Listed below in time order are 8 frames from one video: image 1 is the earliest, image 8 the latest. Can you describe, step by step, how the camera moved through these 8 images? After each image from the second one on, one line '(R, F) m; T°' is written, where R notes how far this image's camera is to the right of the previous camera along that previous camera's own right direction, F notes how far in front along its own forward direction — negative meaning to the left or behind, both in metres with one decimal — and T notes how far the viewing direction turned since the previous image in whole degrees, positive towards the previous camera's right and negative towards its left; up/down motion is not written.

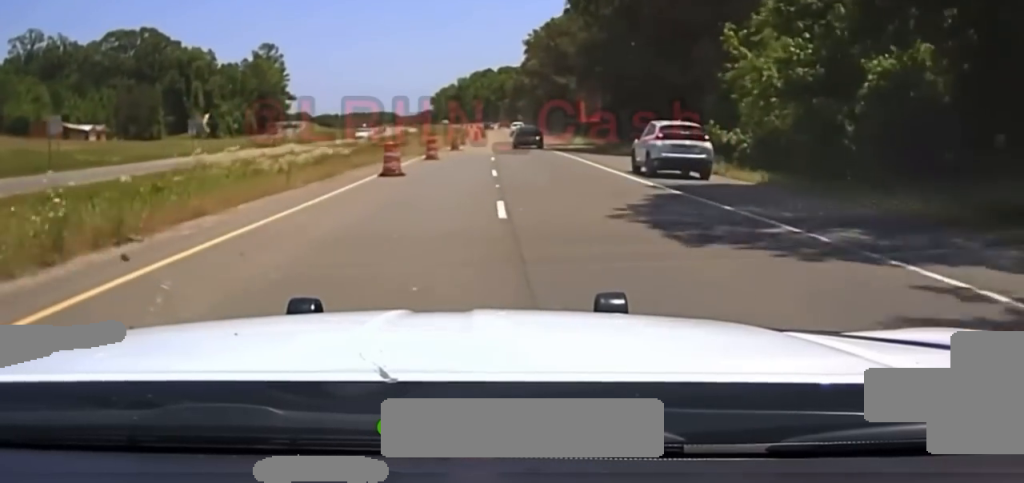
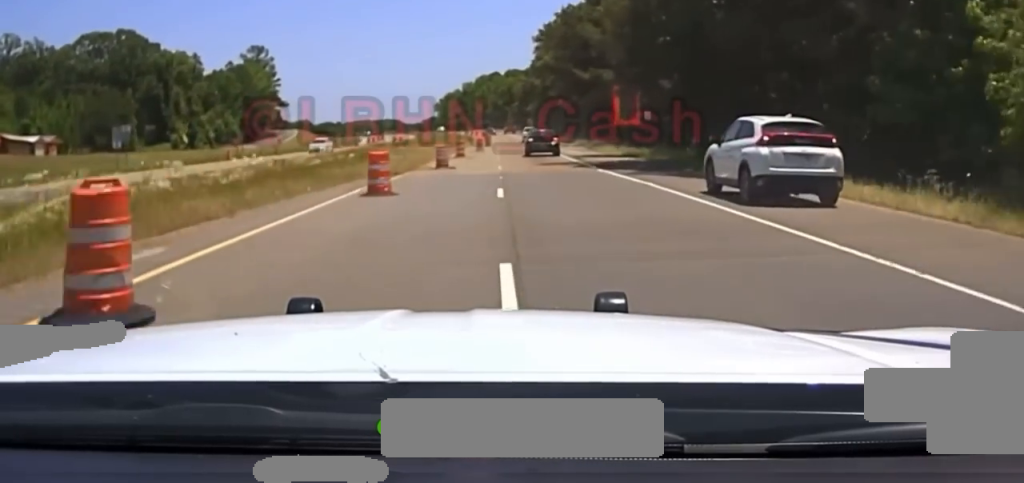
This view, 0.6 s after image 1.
(+0.2, +22.7) m; 0°
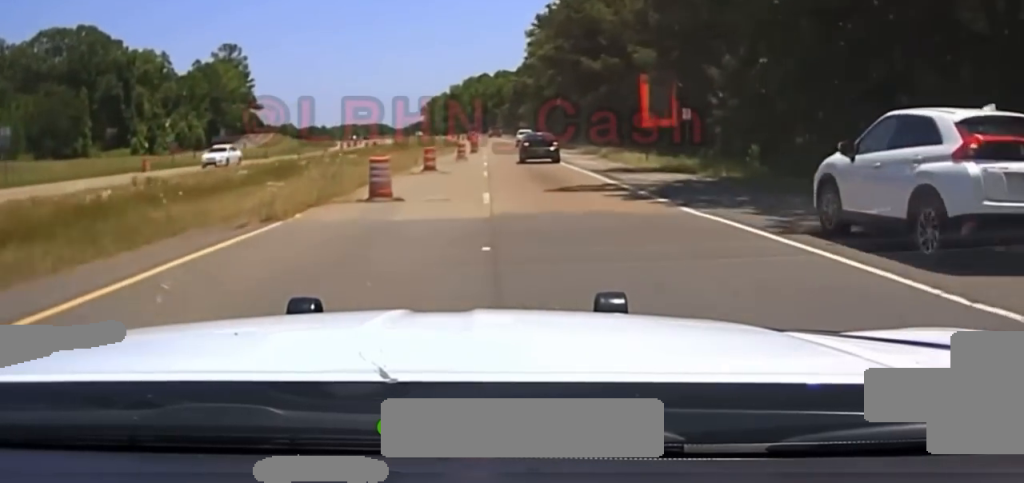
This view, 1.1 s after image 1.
(+0.1, +19.8) m; 0°
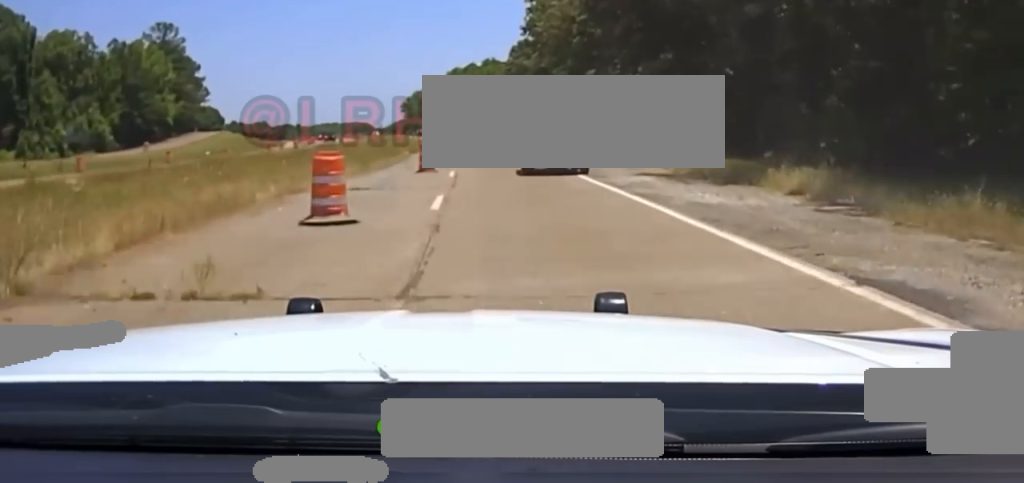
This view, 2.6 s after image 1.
(+0.1, +45.1) m; +1°
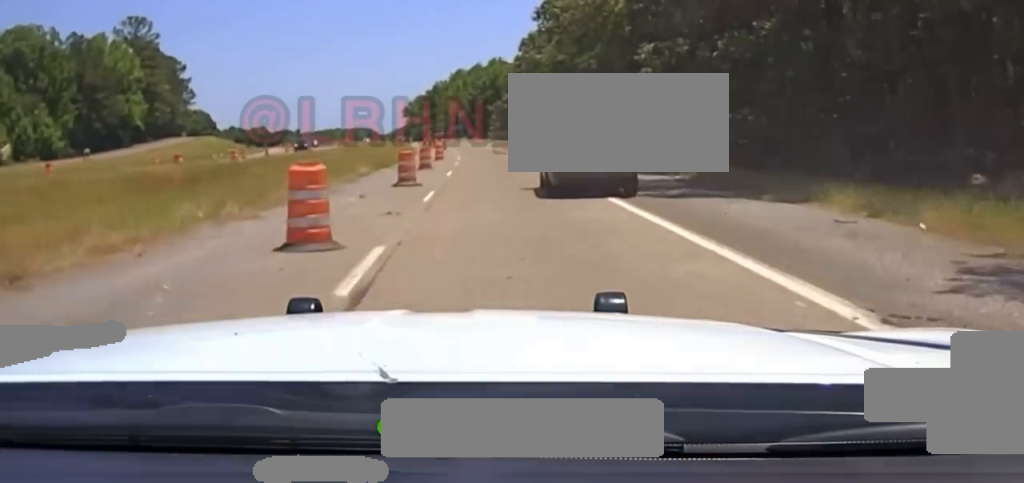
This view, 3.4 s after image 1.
(+0.1, +19.3) m; 0°
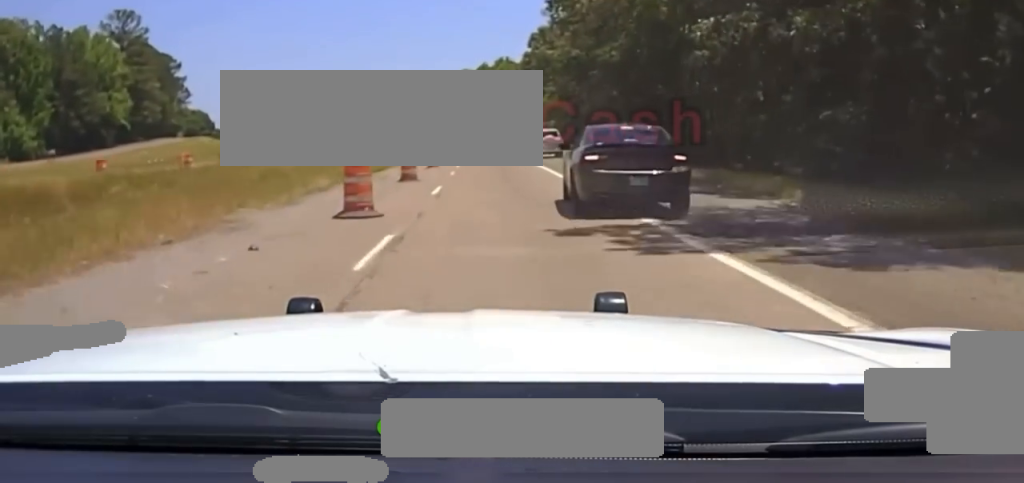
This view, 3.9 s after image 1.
(+0.1, +9.0) m; 0°
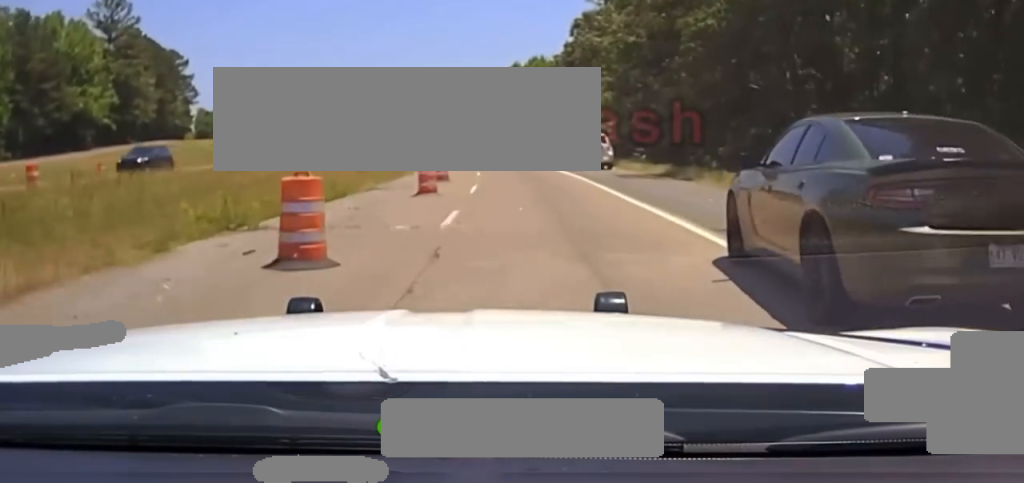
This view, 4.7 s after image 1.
(0.0, +17.3) m; -1°
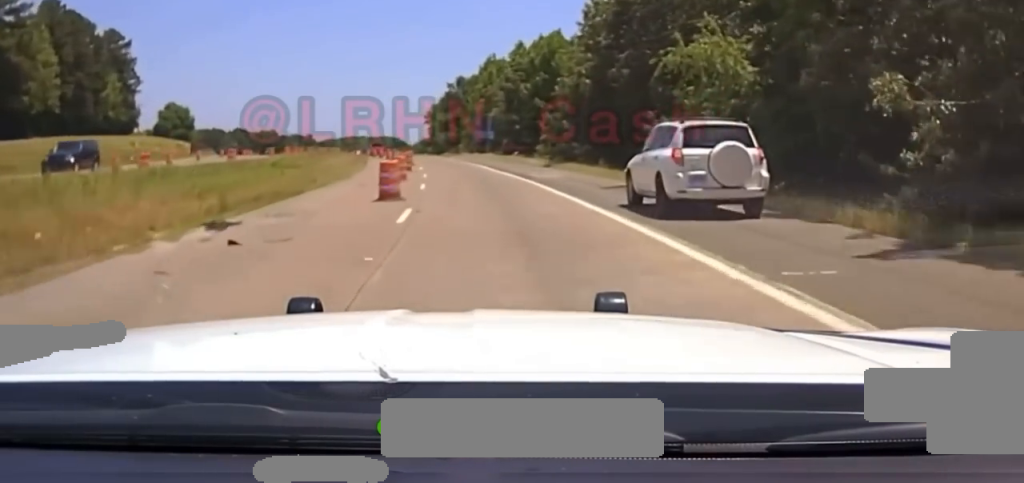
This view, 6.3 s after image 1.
(-0.7, +33.5) m; -2°
